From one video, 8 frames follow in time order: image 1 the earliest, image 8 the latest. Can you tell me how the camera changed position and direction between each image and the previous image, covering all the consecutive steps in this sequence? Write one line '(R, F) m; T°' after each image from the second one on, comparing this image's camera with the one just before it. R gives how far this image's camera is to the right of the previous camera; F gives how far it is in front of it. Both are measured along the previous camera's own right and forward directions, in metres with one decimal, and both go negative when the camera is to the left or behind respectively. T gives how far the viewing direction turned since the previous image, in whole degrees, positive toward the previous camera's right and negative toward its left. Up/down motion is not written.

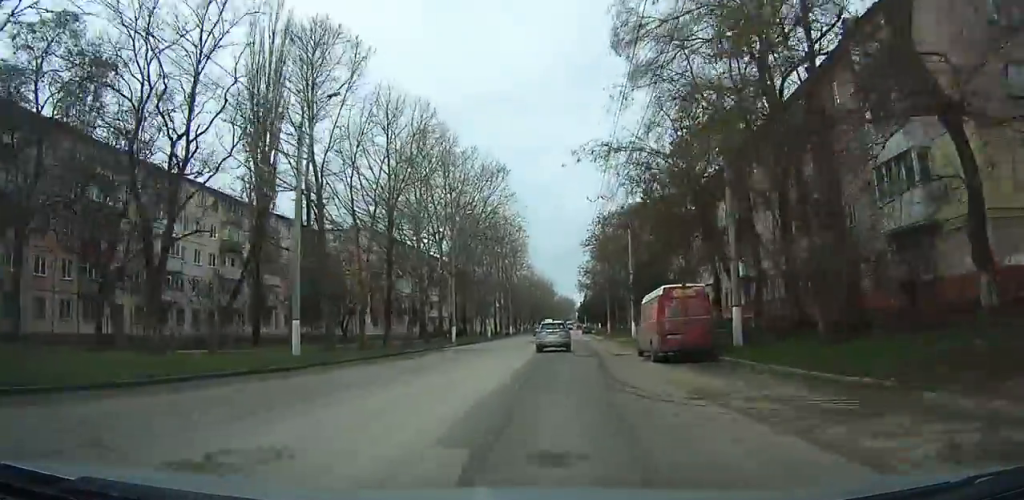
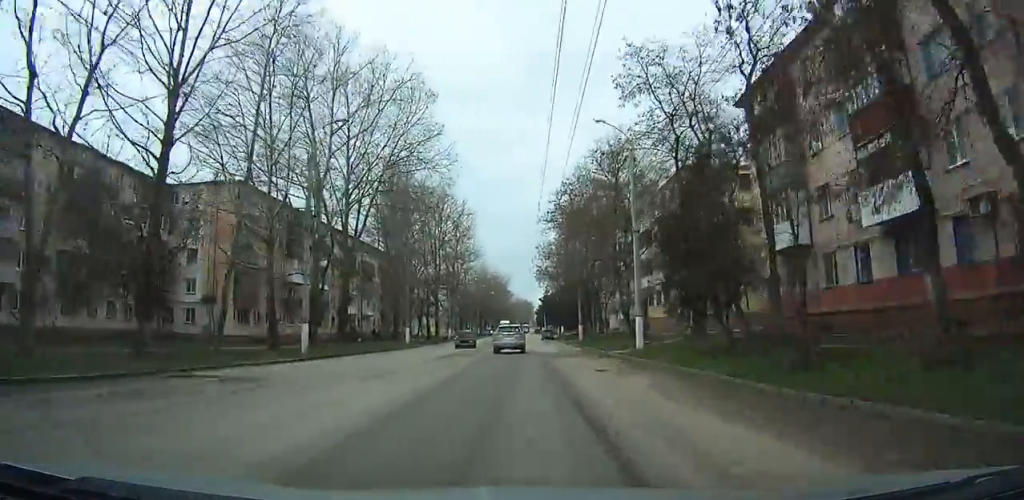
(+0.2, +25.5) m; 0°
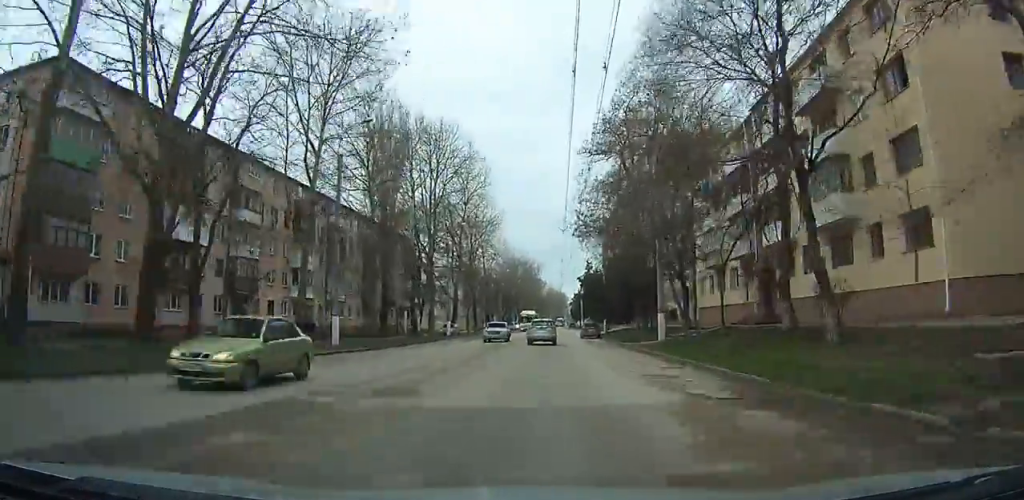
(-0.1, +27.7) m; -1°
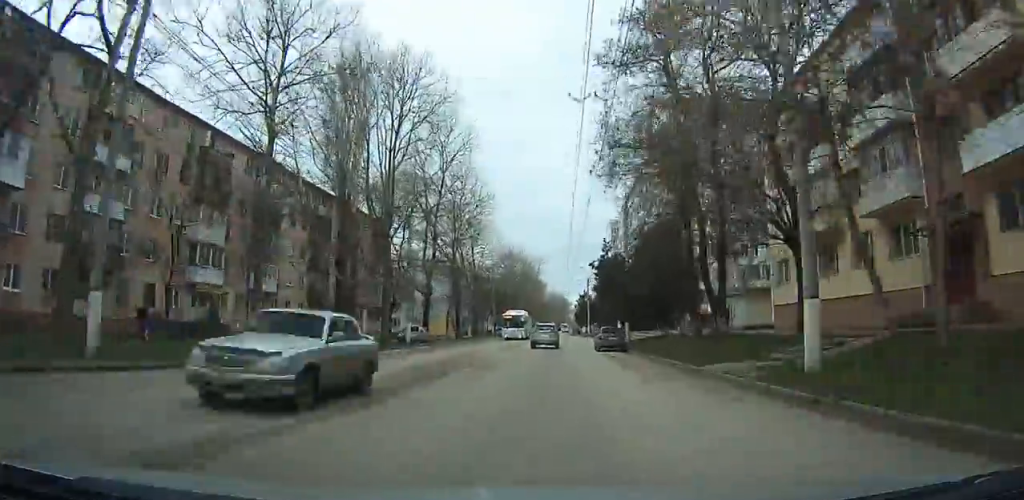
(+0.1, +17.7) m; -1°
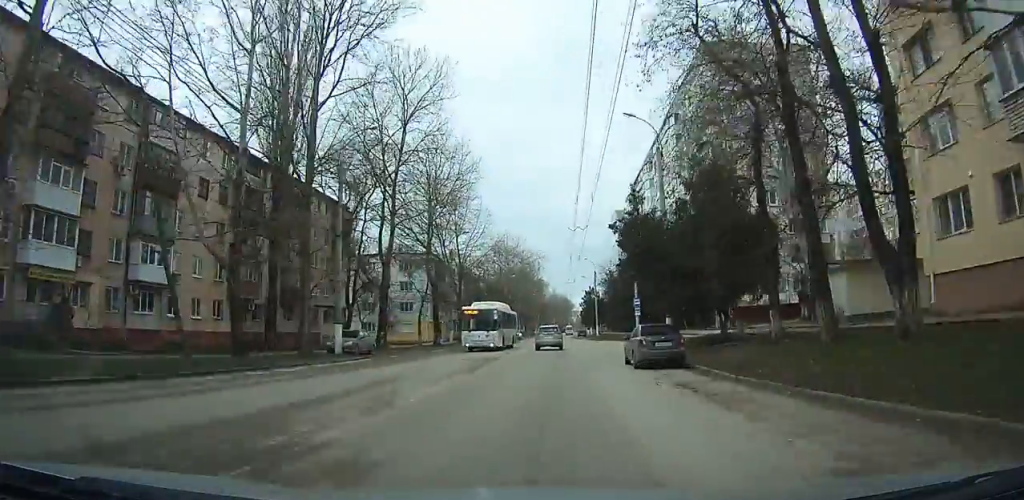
(-0.4, +15.2) m; 0°
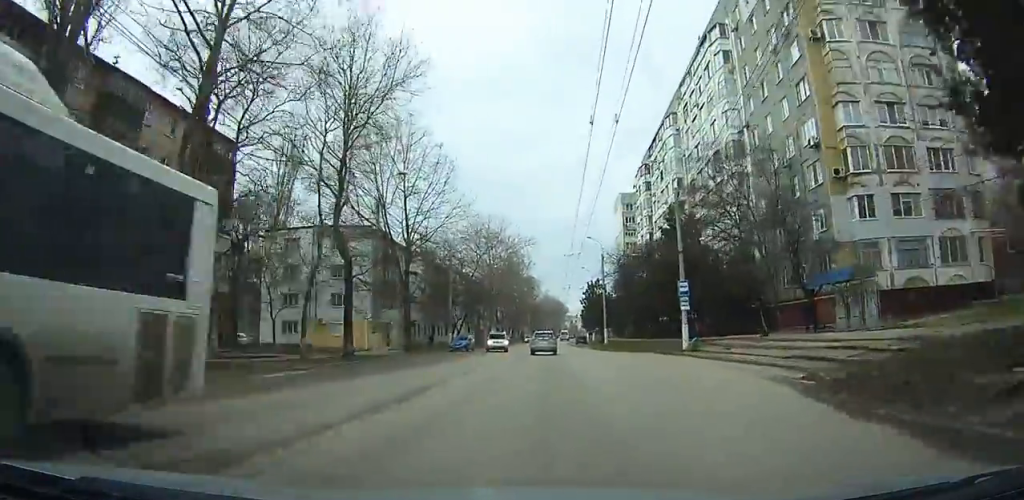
(-0.2, +24.4) m; 0°
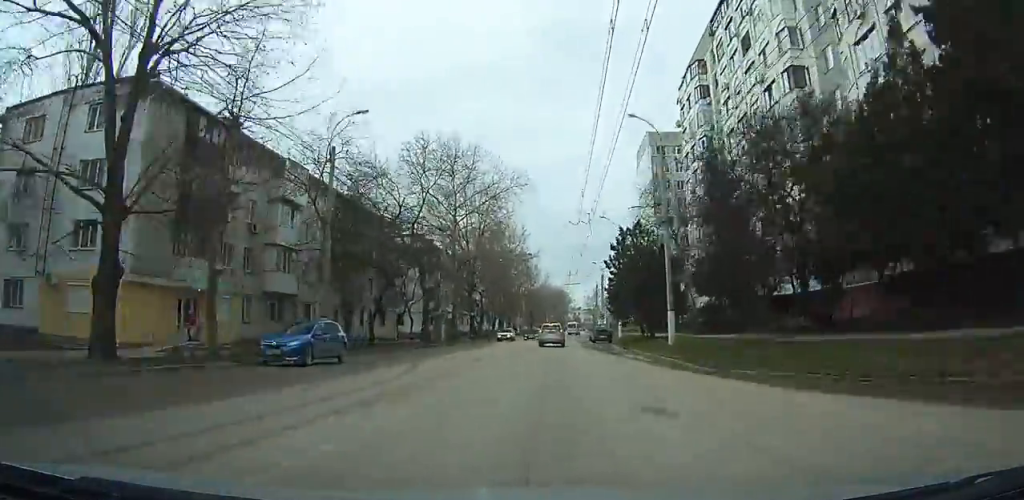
(+0.1, +35.5) m; 0°
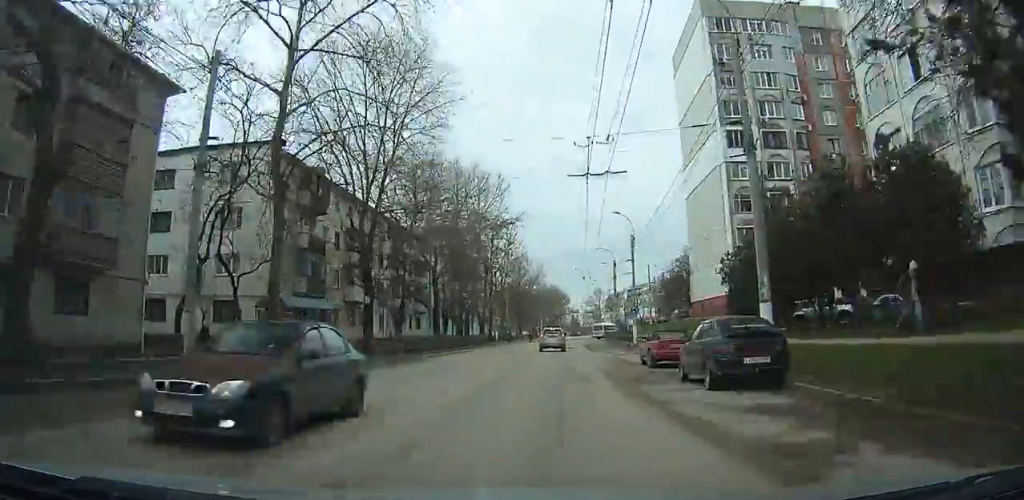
(+0.4, +39.6) m; +2°
